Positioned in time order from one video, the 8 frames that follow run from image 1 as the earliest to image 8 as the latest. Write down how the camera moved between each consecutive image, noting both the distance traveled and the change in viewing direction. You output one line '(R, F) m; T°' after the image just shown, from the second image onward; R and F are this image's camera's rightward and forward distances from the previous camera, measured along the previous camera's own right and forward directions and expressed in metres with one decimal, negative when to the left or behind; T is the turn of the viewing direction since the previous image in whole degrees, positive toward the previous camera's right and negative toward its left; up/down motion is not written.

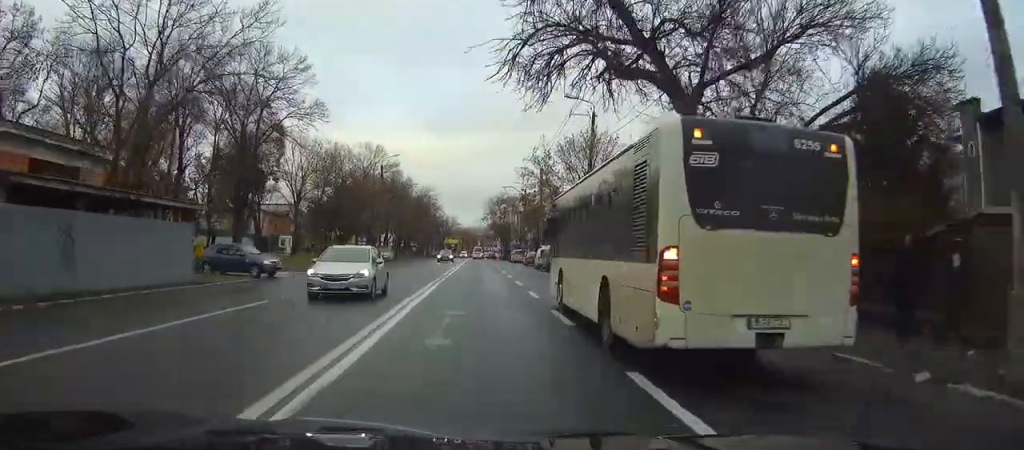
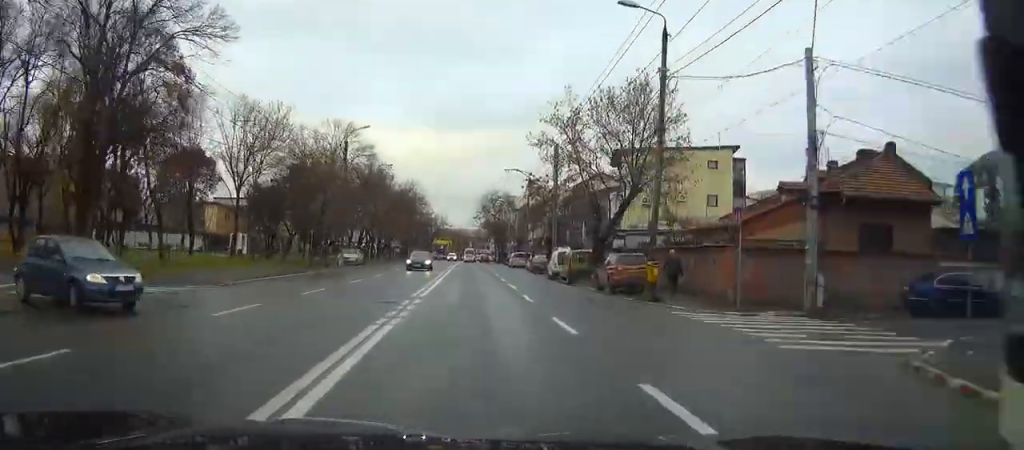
(0.0, +17.6) m; 0°
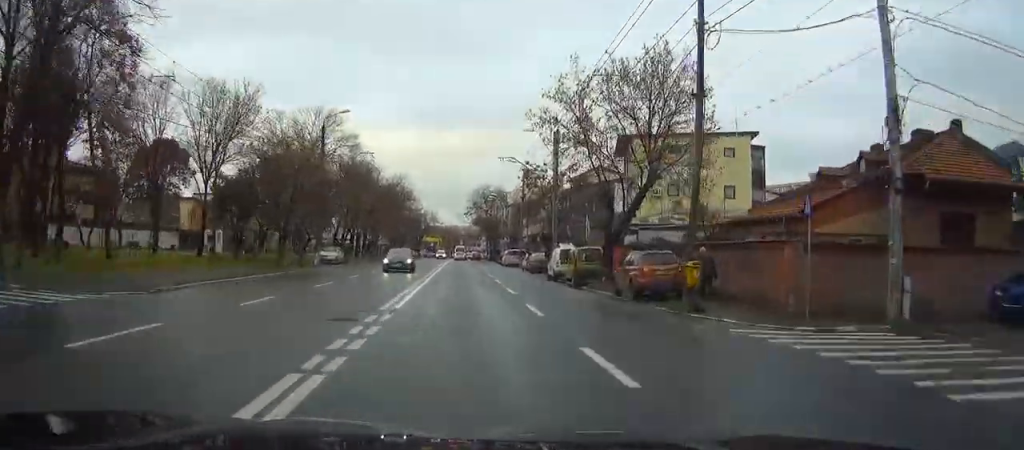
(0.0, +5.5) m; 0°
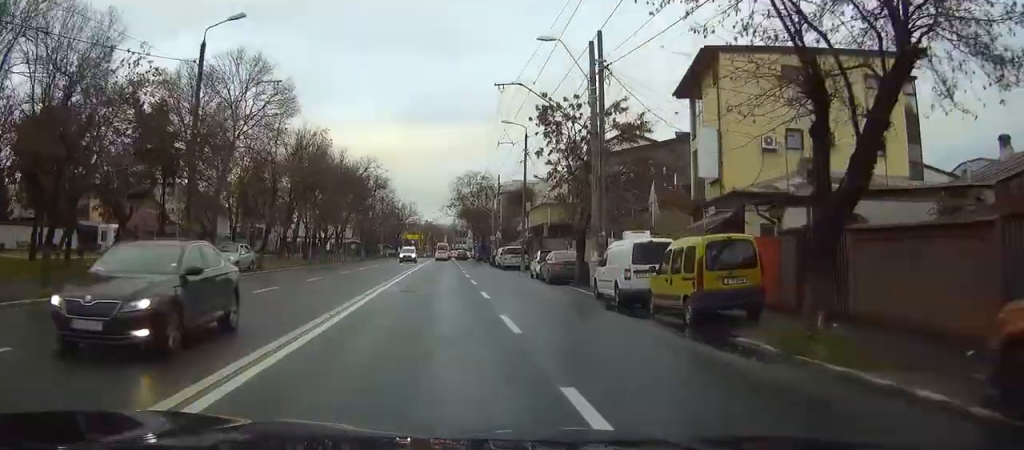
(+0.4, +21.1) m; +2°
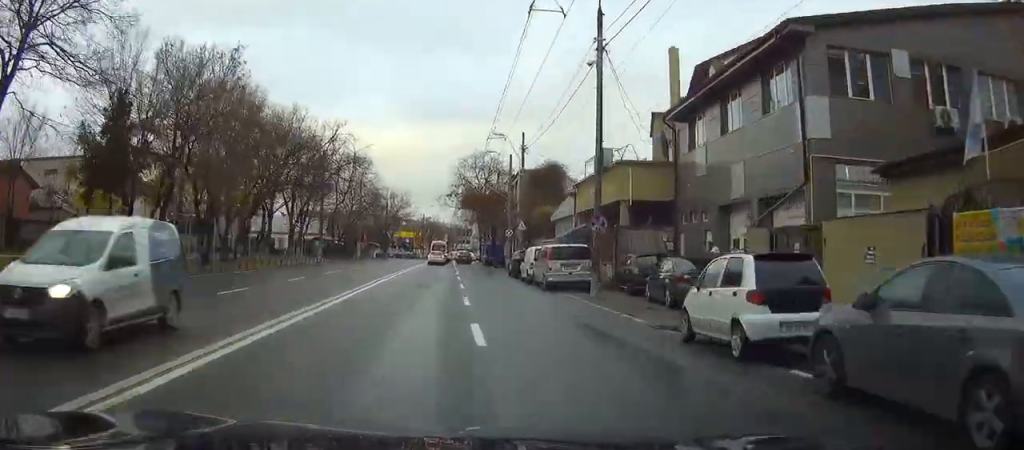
(-0.1, +27.9) m; 0°
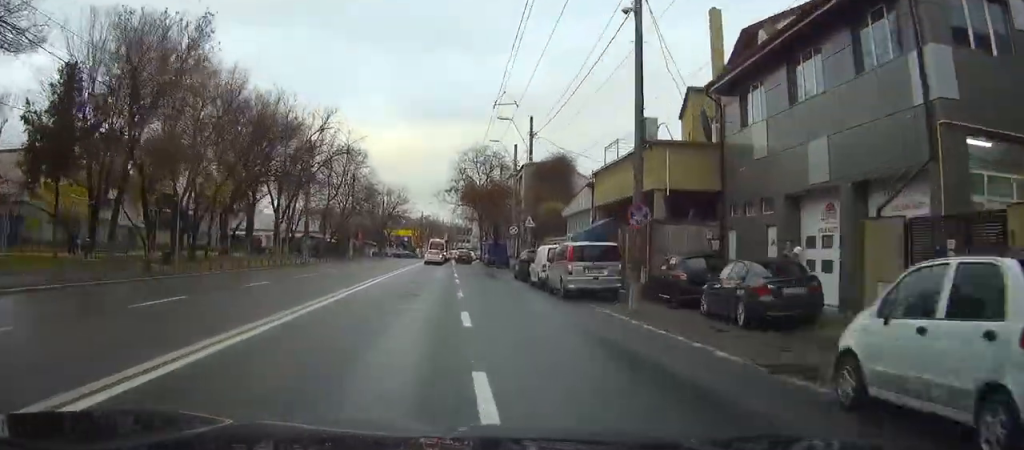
(0.0, +5.6) m; 0°
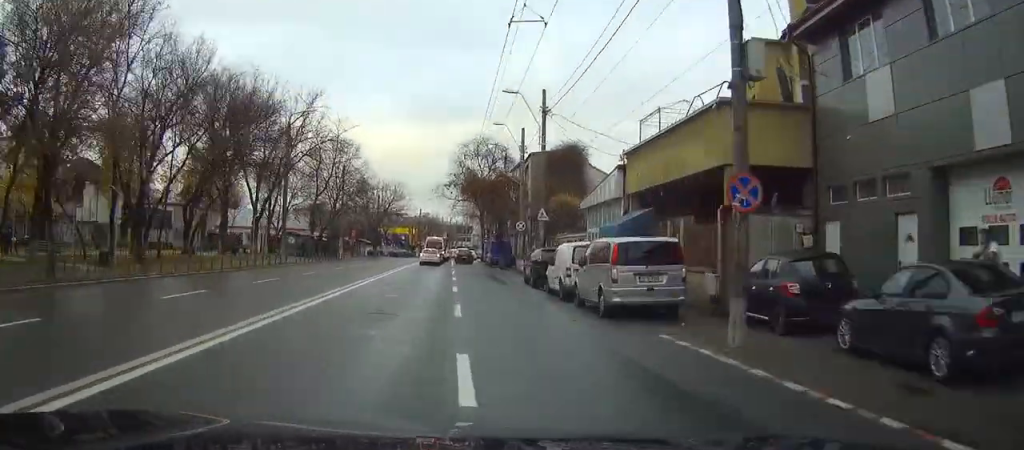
(0.0, +7.1) m; 0°
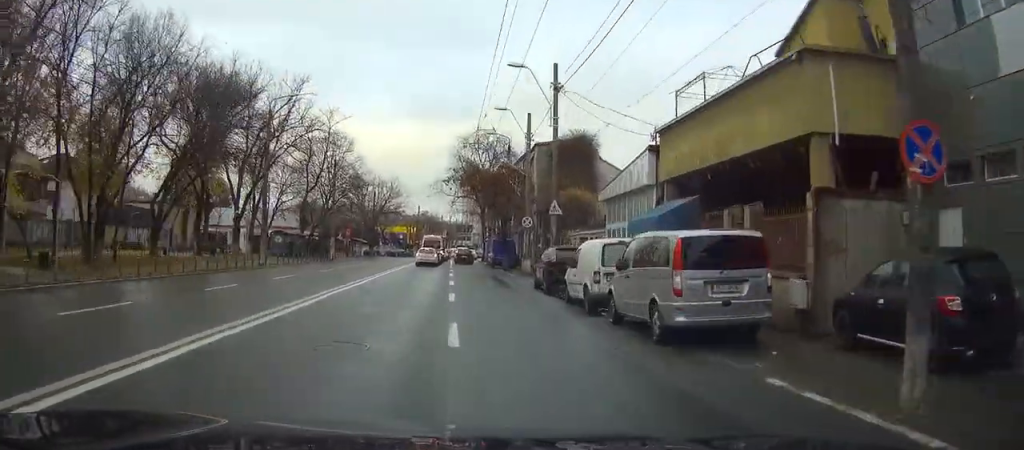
(0.0, +5.1) m; 0°
